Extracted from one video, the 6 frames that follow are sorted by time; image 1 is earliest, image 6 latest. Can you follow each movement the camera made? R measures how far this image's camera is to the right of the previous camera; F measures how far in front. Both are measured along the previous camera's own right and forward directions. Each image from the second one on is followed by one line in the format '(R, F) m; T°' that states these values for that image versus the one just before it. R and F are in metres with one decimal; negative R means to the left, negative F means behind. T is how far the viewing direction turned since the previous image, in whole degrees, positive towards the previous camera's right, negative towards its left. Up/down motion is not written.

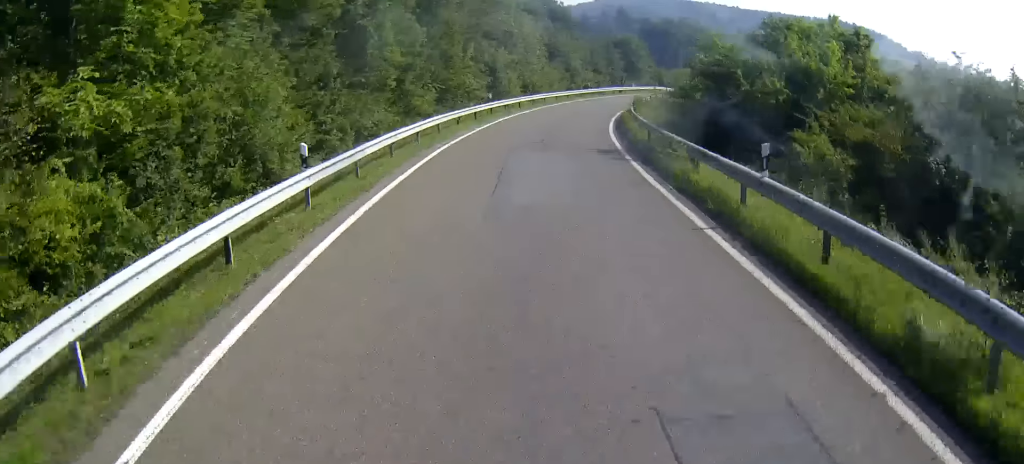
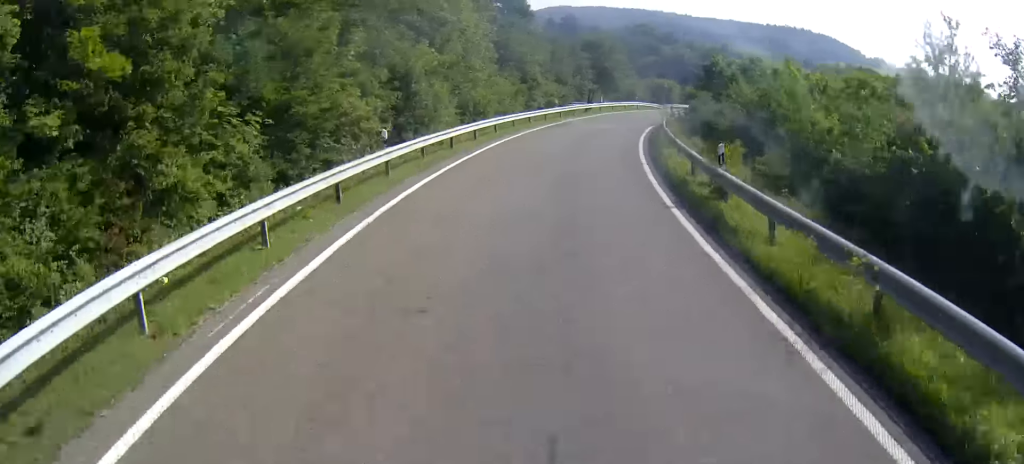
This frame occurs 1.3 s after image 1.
(+0.3, +23.0) m; +3°
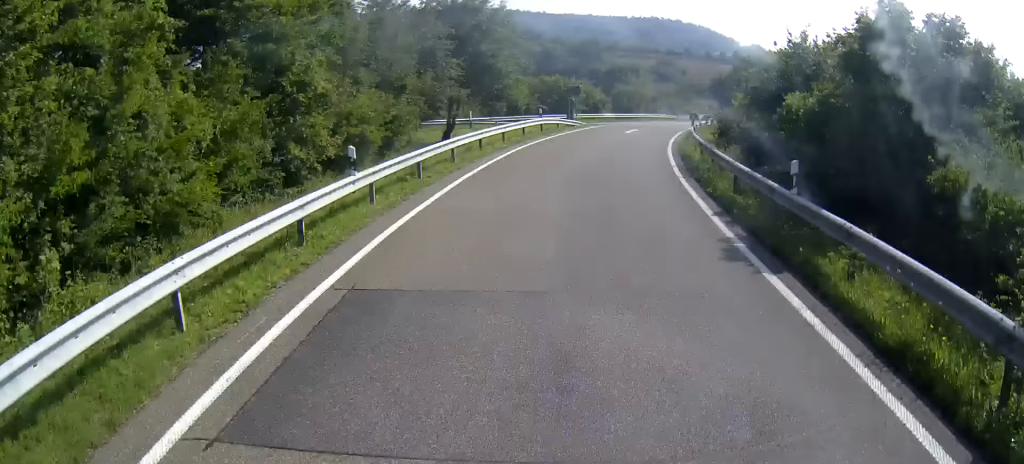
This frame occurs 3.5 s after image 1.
(+2.9, +35.4) m; +10°
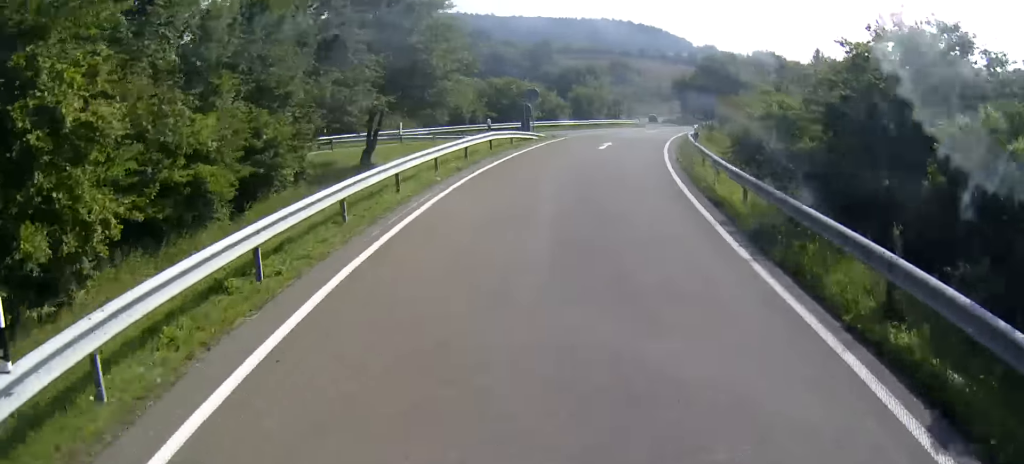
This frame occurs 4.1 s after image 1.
(+0.2, +10.0) m; +4°
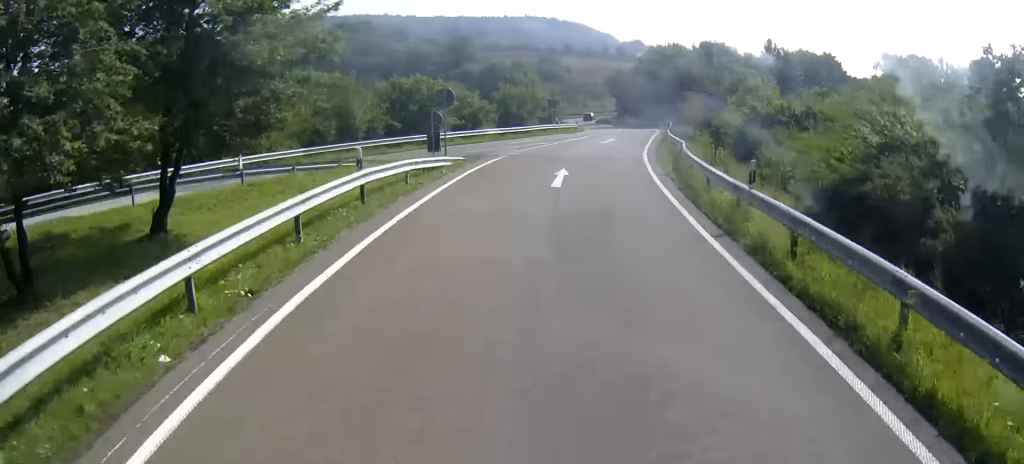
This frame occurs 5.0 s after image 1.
(+0.7, +13.8) m; +10°
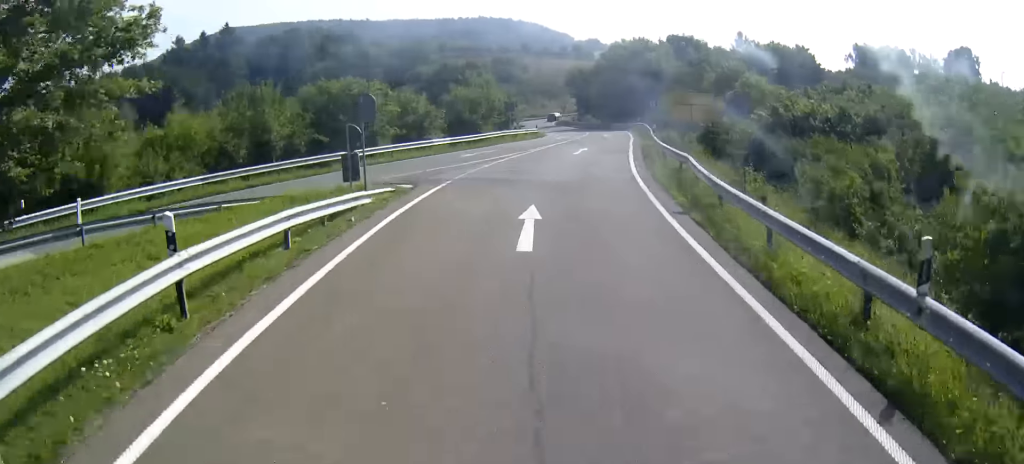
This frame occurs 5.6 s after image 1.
(+0.7, +7.4) m; +5°
